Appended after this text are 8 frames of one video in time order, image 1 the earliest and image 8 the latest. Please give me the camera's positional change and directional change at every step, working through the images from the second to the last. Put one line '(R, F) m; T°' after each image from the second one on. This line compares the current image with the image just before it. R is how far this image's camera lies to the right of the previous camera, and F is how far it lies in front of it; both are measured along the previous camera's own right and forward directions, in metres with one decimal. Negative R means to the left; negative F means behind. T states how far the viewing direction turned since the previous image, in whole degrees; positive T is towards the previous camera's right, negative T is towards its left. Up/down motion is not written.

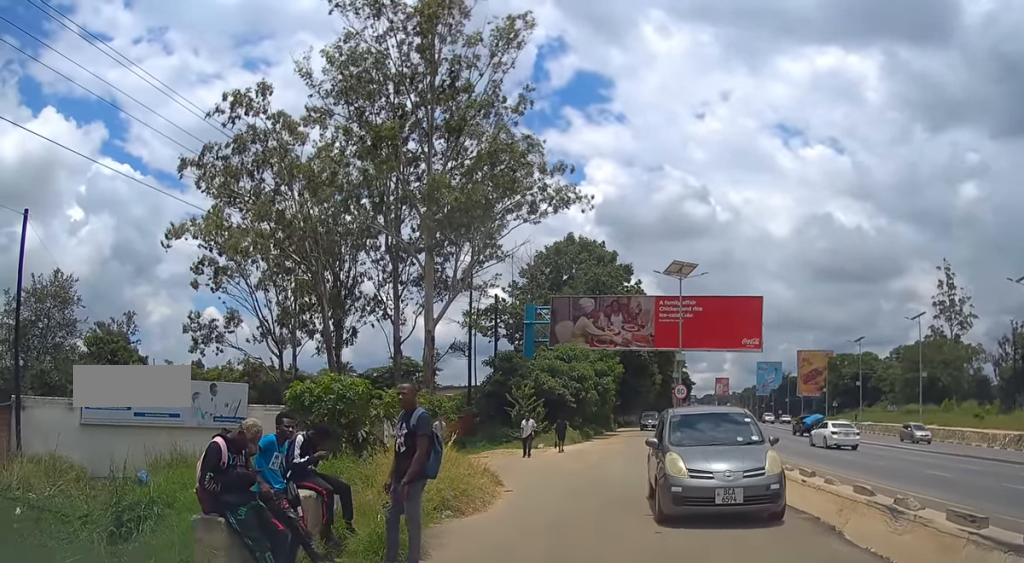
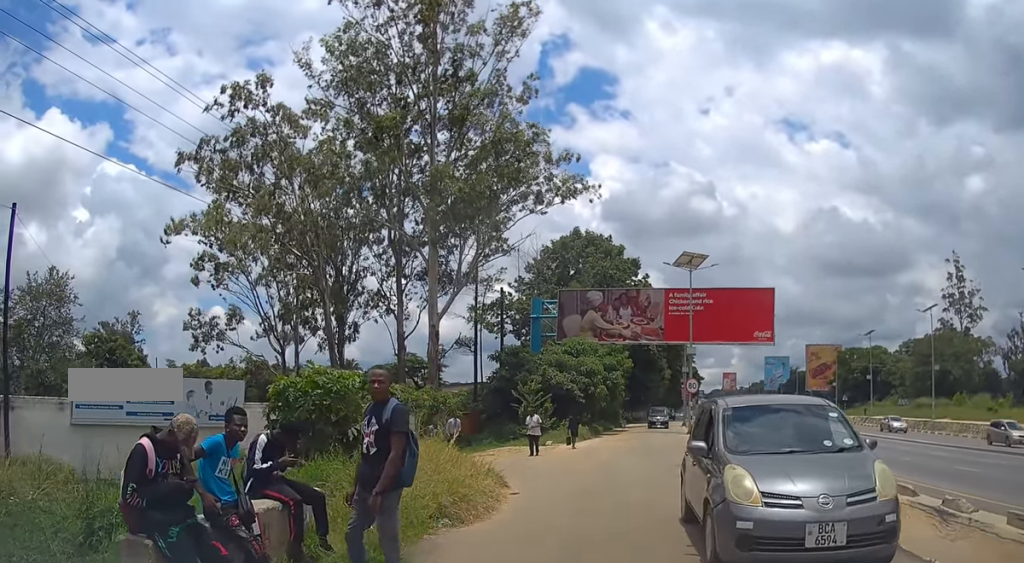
(+0.1, +1.5) m; +1°
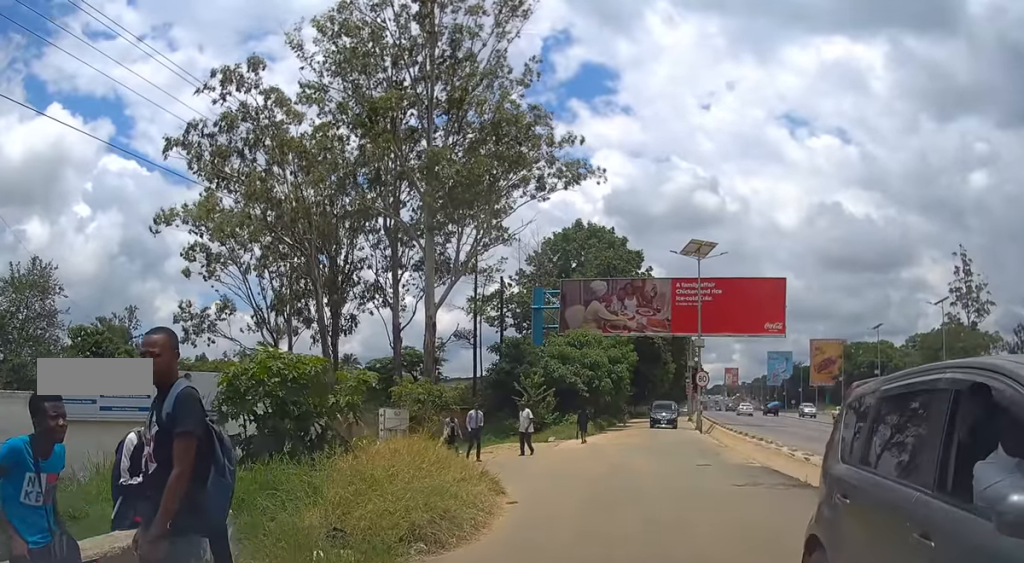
(0.0, +2.4) m; -1°
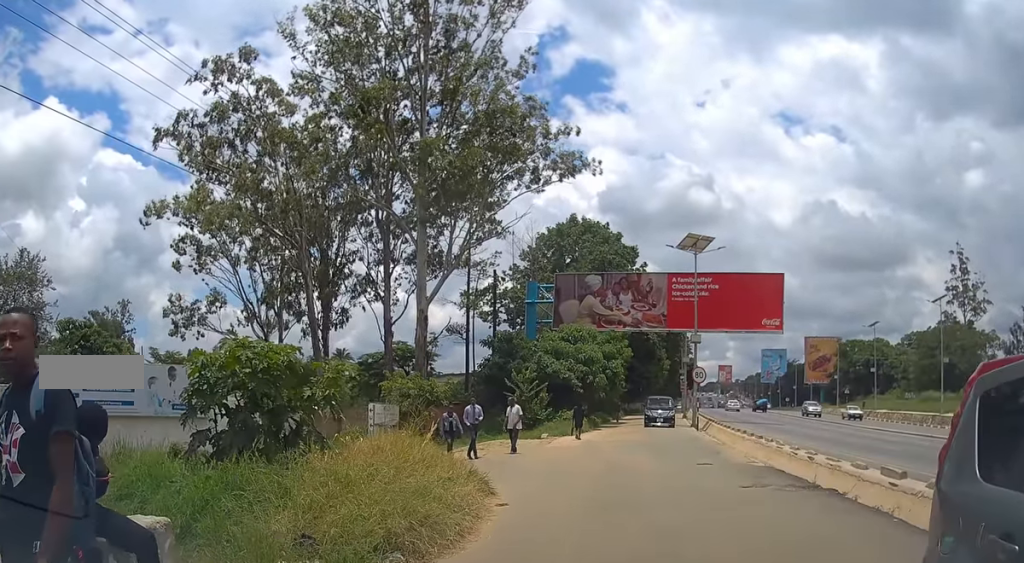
(0.0, +0.8) m; 0°
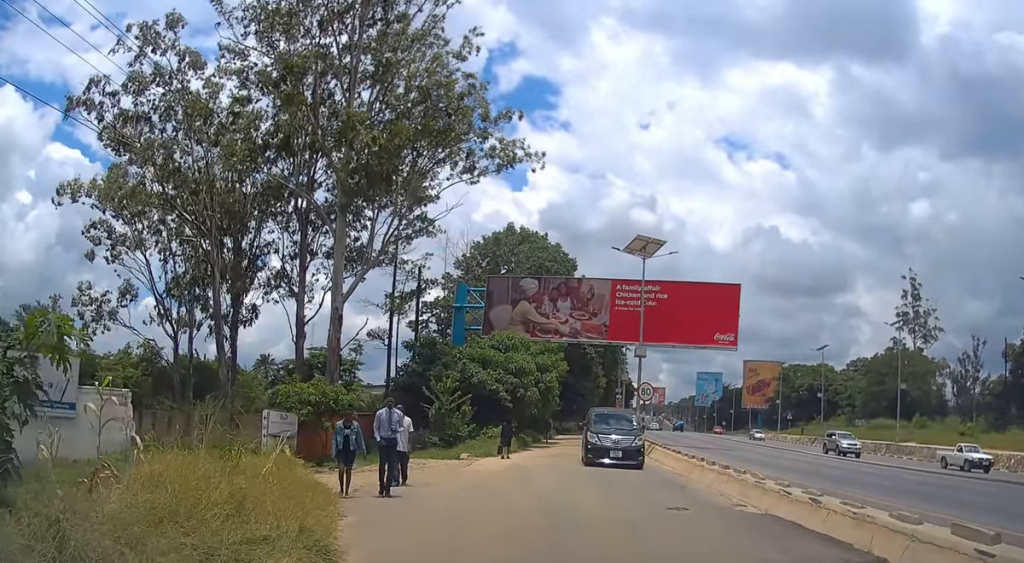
(+0.3, +4.4) m; +9°
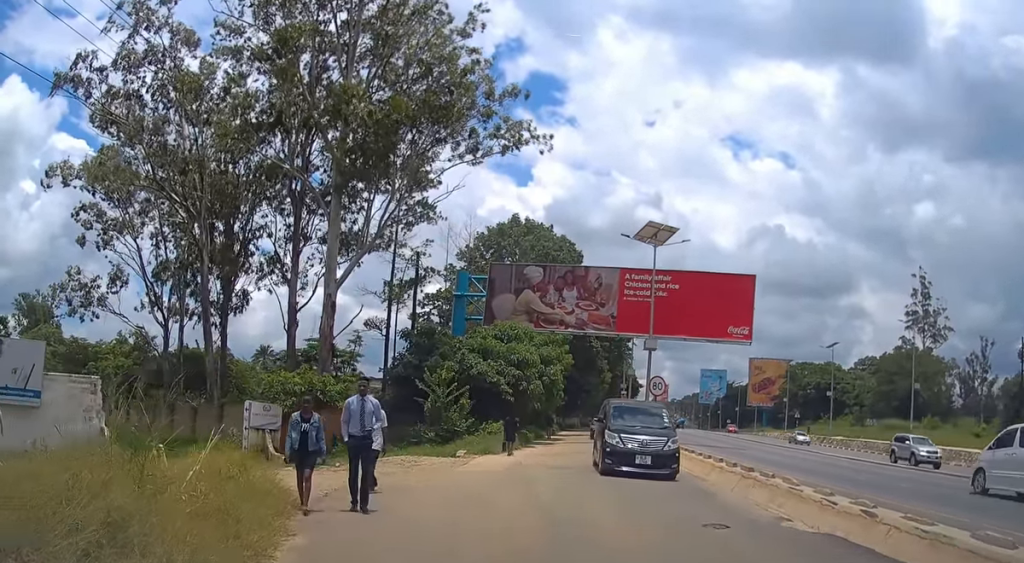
(0.0, +2.0) m; +1°
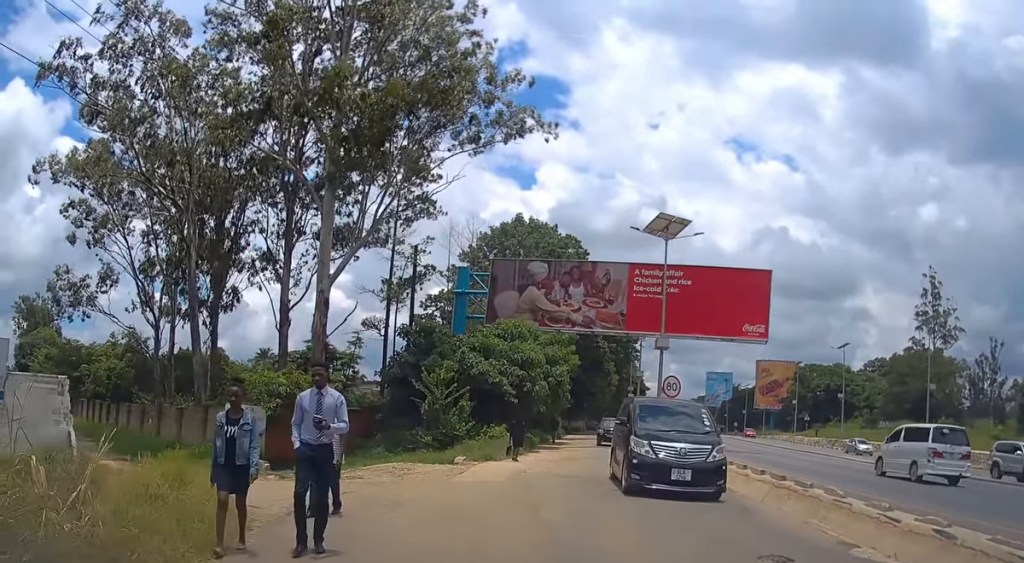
(0.0, +1.9) m; 0°
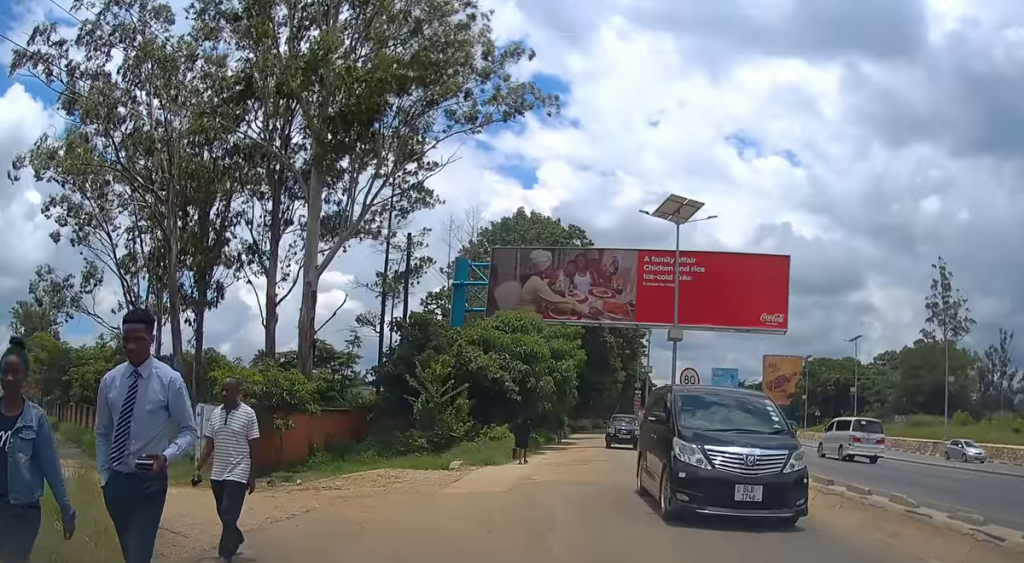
(0.0, +2.5) m; -2°
